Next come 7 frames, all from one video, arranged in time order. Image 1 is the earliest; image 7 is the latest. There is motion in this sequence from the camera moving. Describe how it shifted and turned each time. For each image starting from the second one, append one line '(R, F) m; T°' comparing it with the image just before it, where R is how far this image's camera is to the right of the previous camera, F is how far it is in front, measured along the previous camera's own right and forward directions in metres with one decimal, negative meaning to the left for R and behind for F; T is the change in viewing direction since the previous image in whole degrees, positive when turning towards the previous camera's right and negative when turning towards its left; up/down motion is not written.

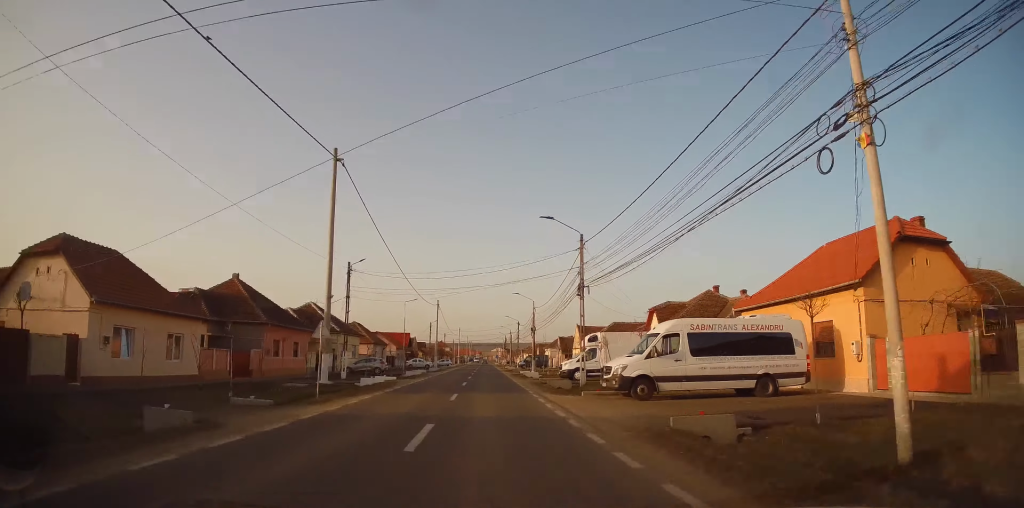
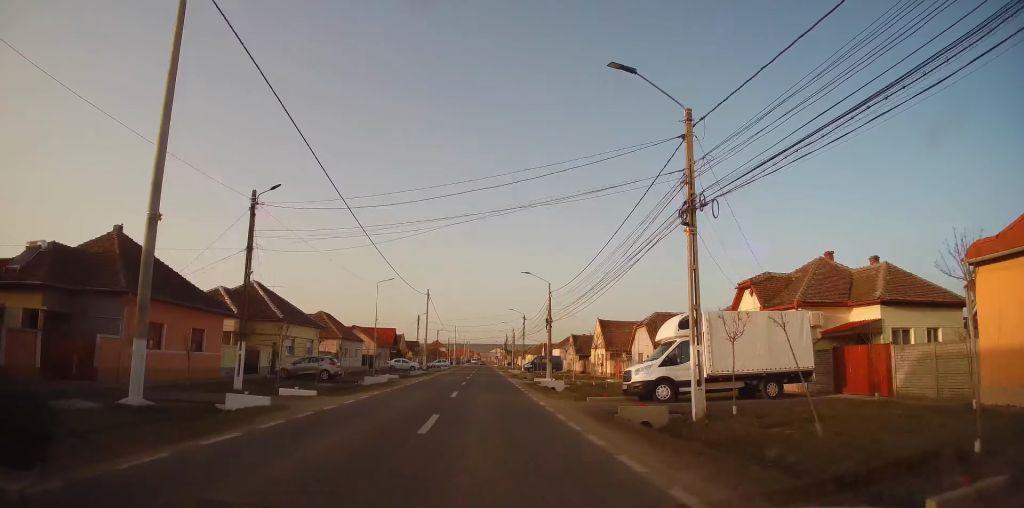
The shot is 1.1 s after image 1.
(+0.1, +15.6) m; 0°
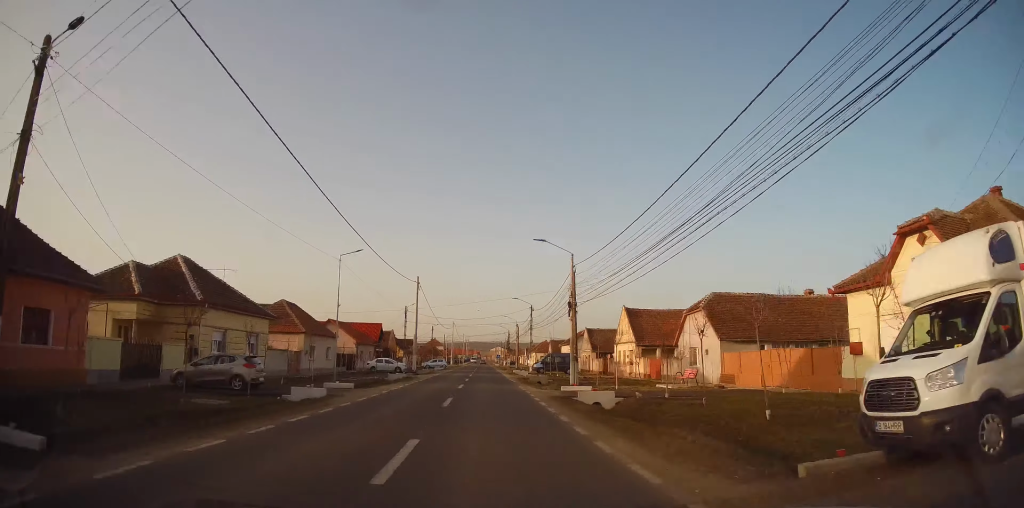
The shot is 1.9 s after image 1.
(-0.1, +12.3) m; +1°
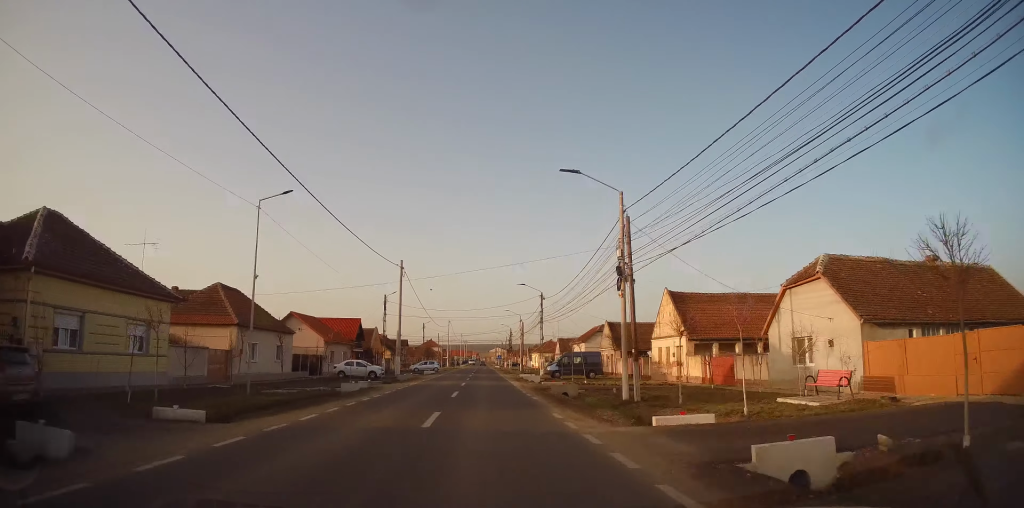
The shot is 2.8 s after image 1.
(+0.3, +12.8) m; 0°
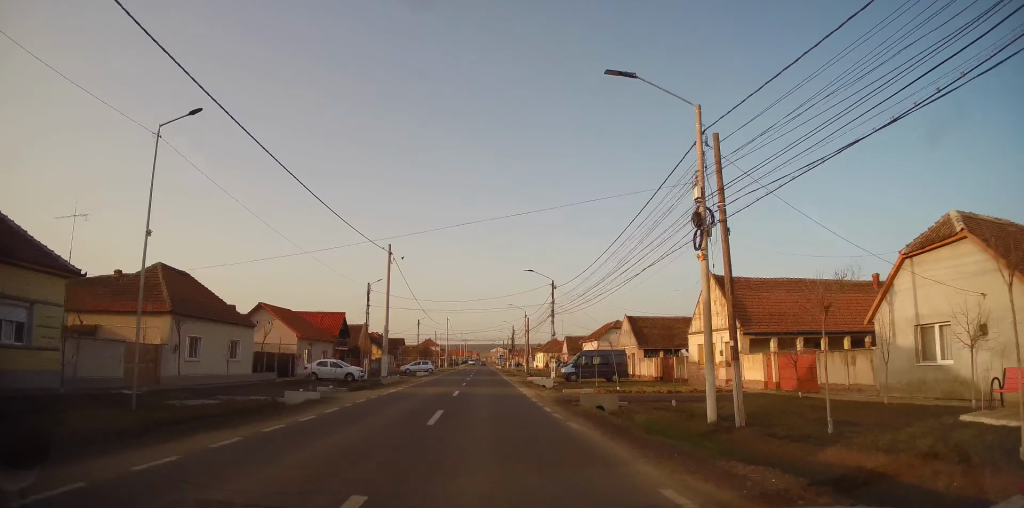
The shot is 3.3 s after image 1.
(-0.1, +7.9) m; -1°
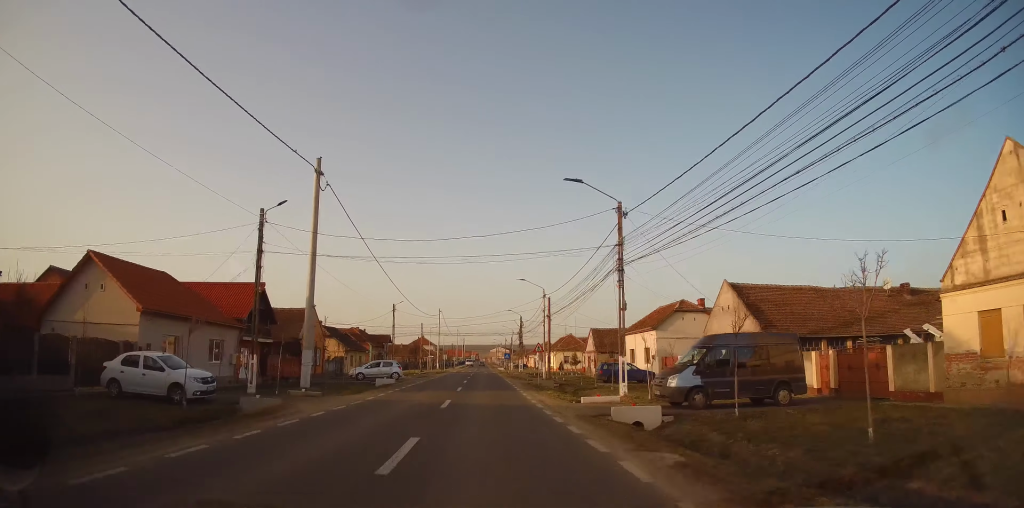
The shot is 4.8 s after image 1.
(-0.3, +22.2) m; -1°
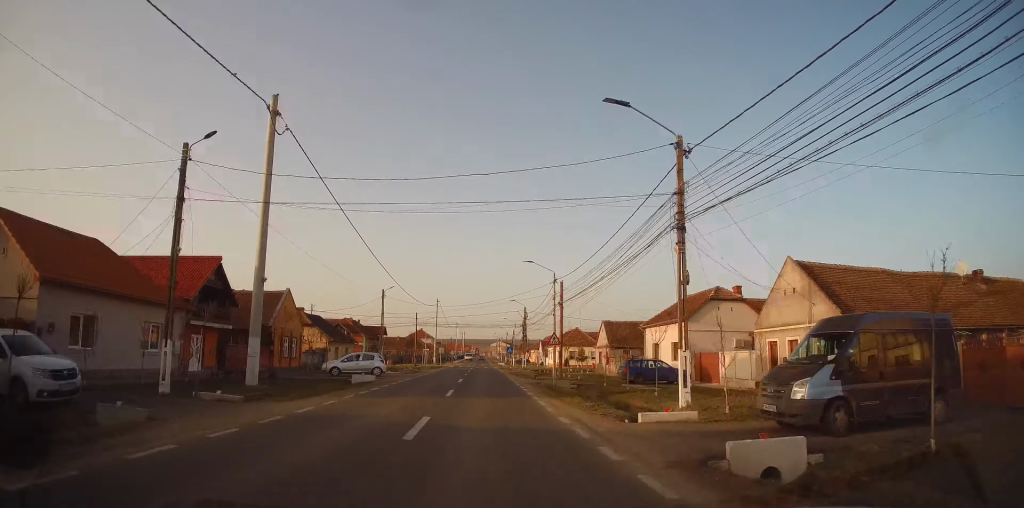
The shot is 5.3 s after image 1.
(0.0, +6.8) m; +1°
